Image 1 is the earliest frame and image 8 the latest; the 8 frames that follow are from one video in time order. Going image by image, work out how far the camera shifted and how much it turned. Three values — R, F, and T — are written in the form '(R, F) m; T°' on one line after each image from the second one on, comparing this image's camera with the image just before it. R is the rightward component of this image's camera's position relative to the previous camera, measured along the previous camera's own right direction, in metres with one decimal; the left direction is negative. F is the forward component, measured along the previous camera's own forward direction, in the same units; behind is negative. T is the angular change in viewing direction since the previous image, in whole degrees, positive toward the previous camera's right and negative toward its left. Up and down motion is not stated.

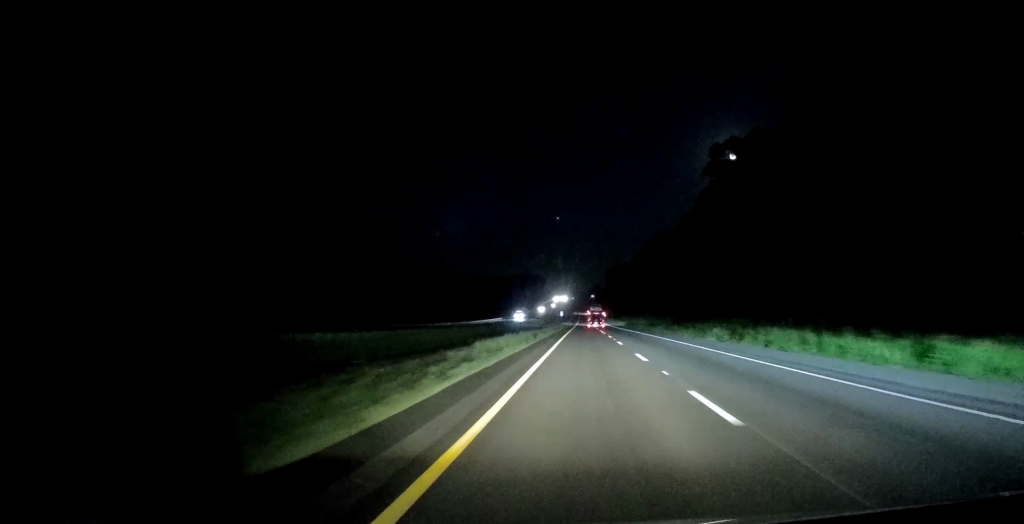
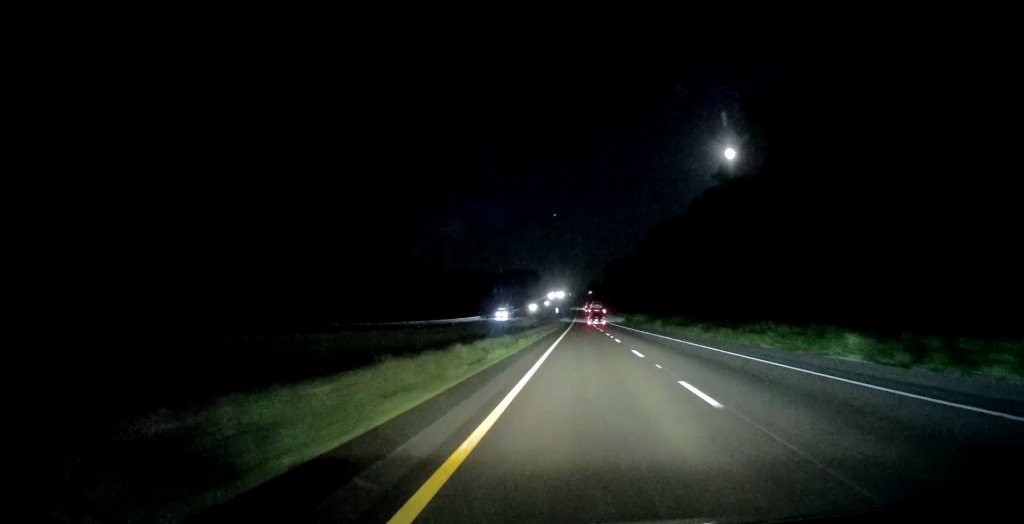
(-0.5, +22.5) m; 0°
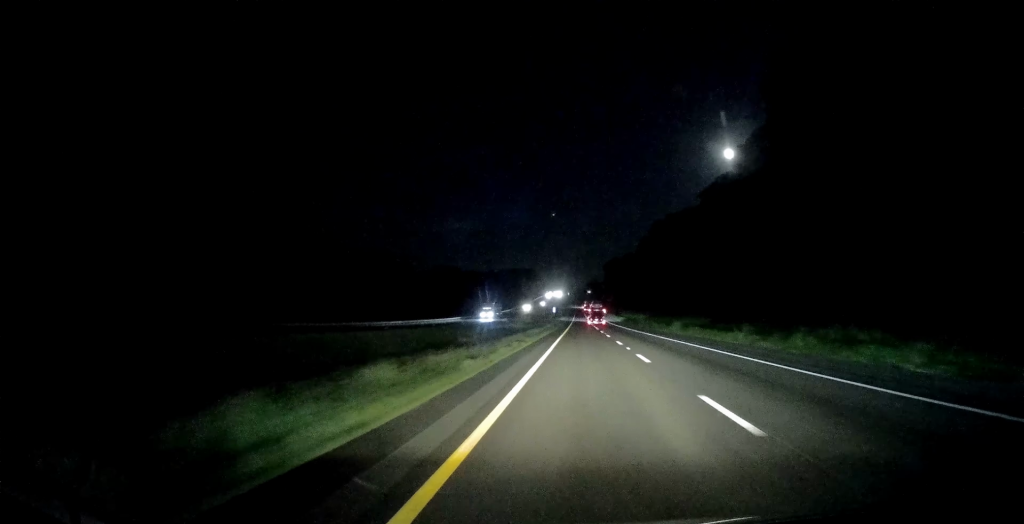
(0.0, +14.3) m; 0°
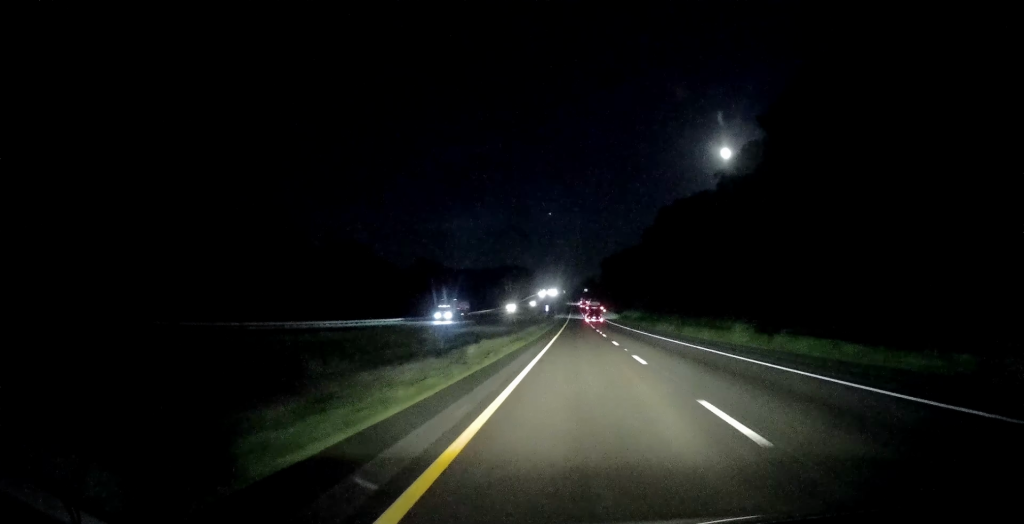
(+0.4, +24.5) m; 0°
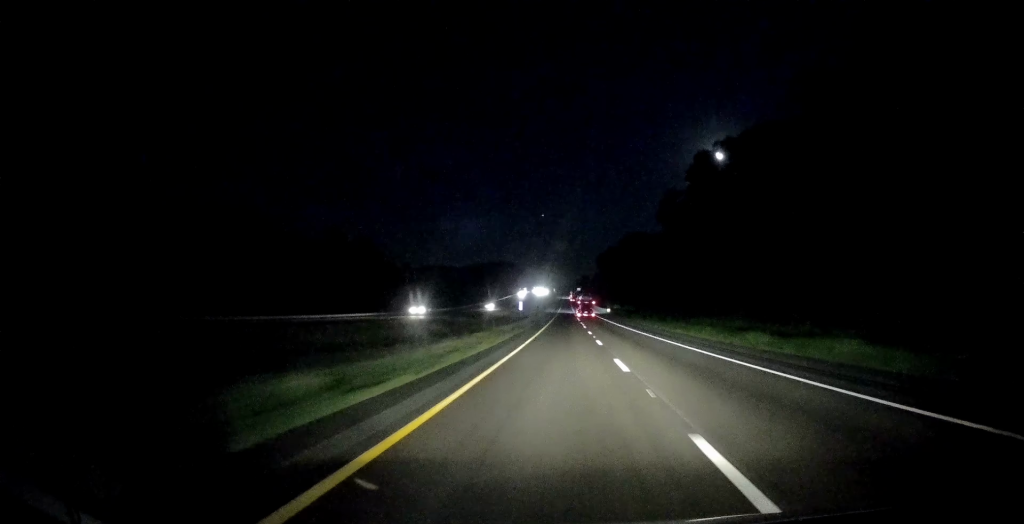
(0.0, +62.9) m; +1°
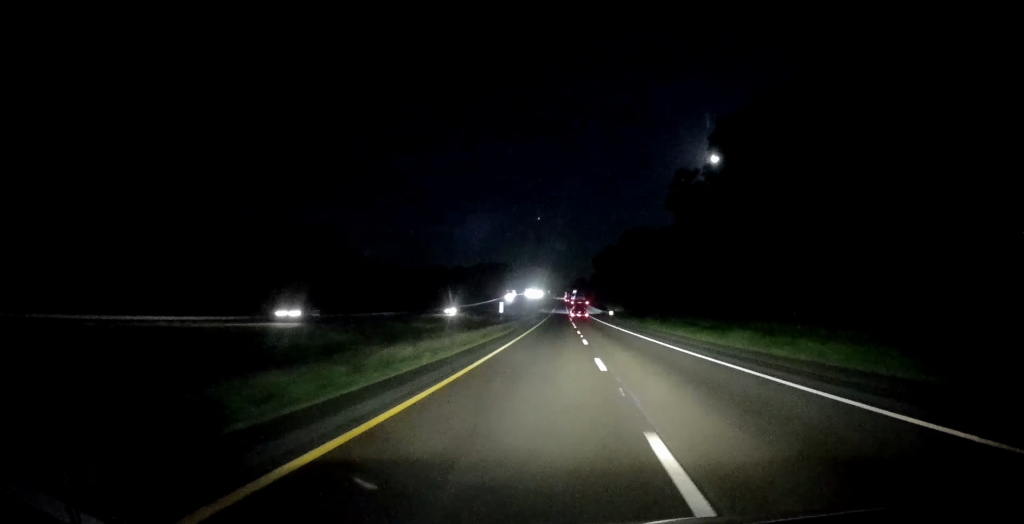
(0.0, +23.8) m; +1°
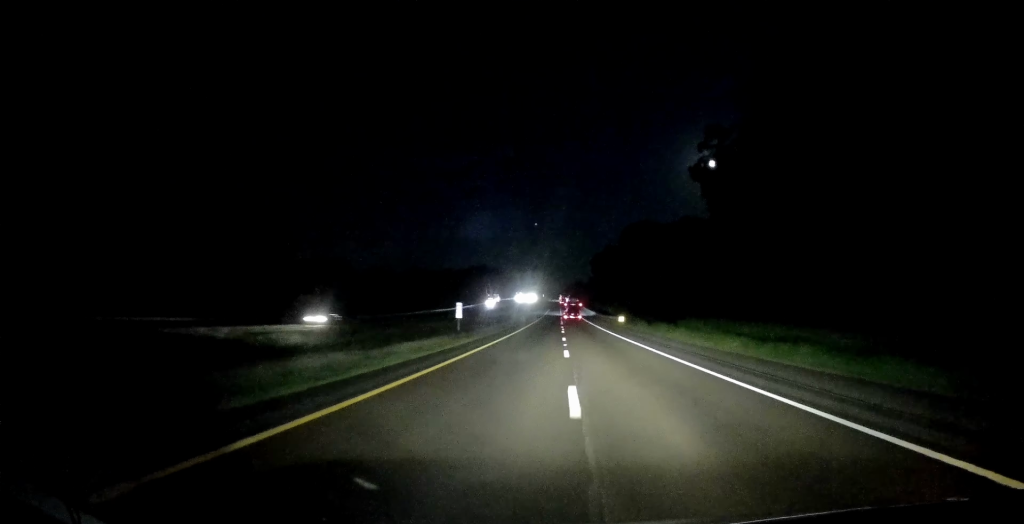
(+0.5, +31.1) m; 0°
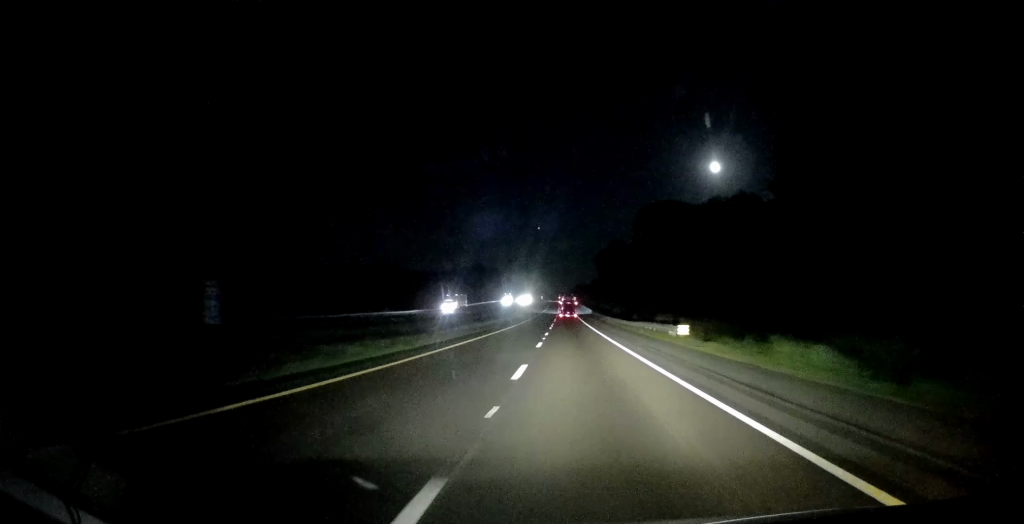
(-0.3, +43.6) m; 0°
